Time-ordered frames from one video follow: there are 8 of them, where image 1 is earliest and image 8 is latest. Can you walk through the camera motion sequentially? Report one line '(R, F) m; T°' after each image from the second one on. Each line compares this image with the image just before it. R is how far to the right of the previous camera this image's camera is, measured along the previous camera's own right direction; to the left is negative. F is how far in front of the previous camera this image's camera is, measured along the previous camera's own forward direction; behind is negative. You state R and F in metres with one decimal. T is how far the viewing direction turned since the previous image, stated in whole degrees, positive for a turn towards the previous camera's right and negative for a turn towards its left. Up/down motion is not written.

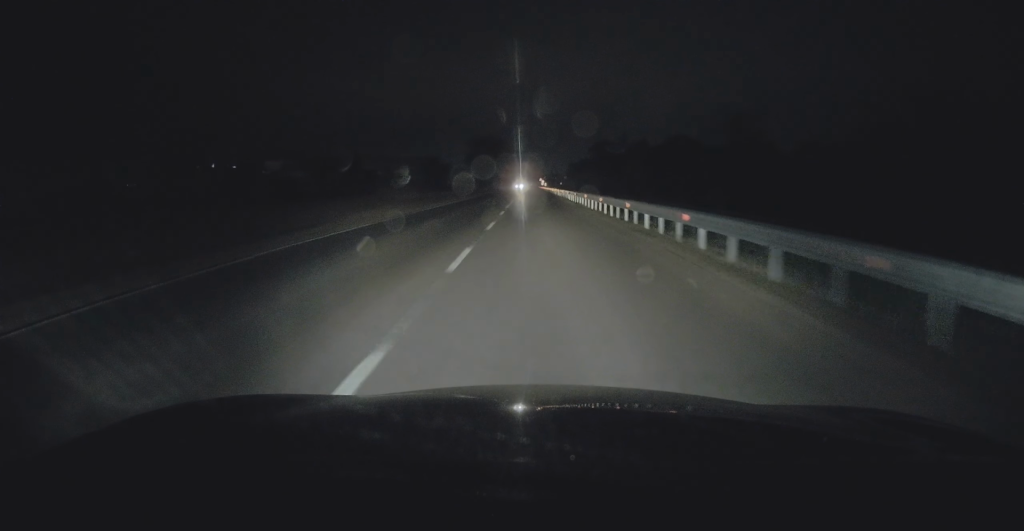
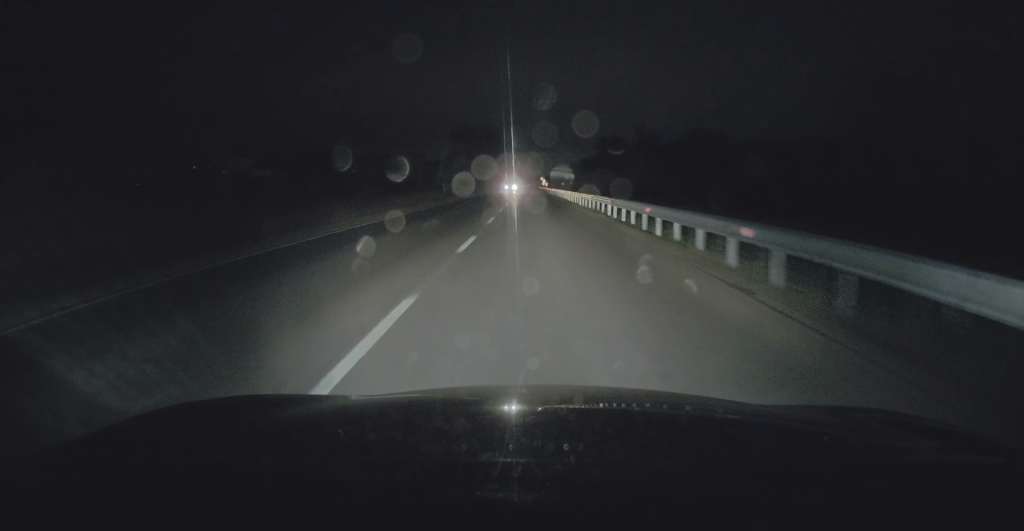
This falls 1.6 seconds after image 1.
(+0.2, +28.1) m; +1°
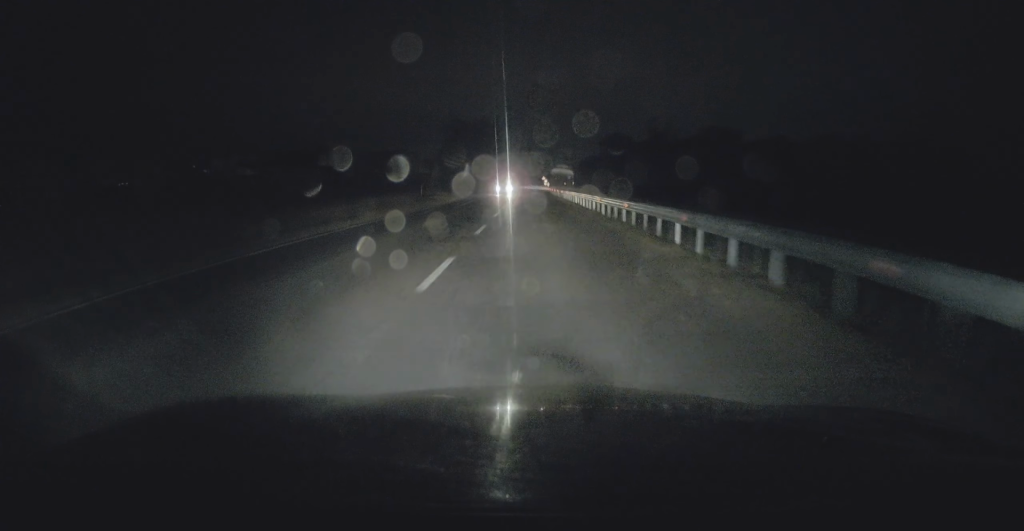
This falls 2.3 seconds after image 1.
(0.0, +11.9) m; 0°
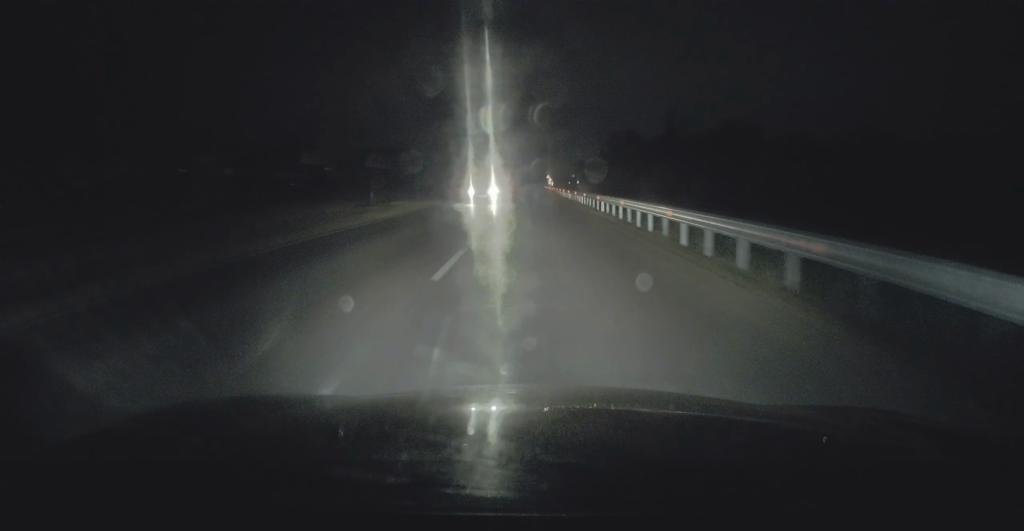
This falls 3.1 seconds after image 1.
(0.0, +14.3) m; -1°
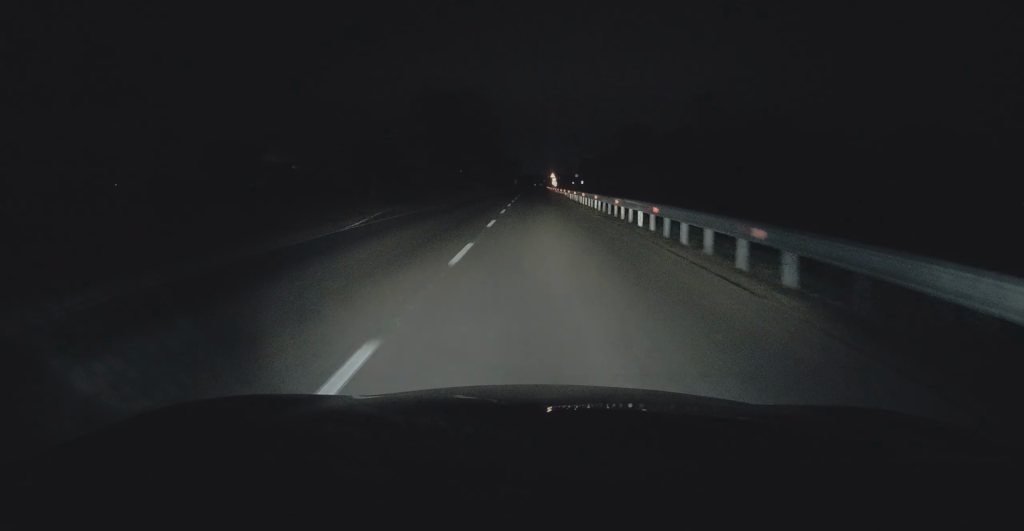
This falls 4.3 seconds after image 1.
(-0.2, +21.6) m; 0°
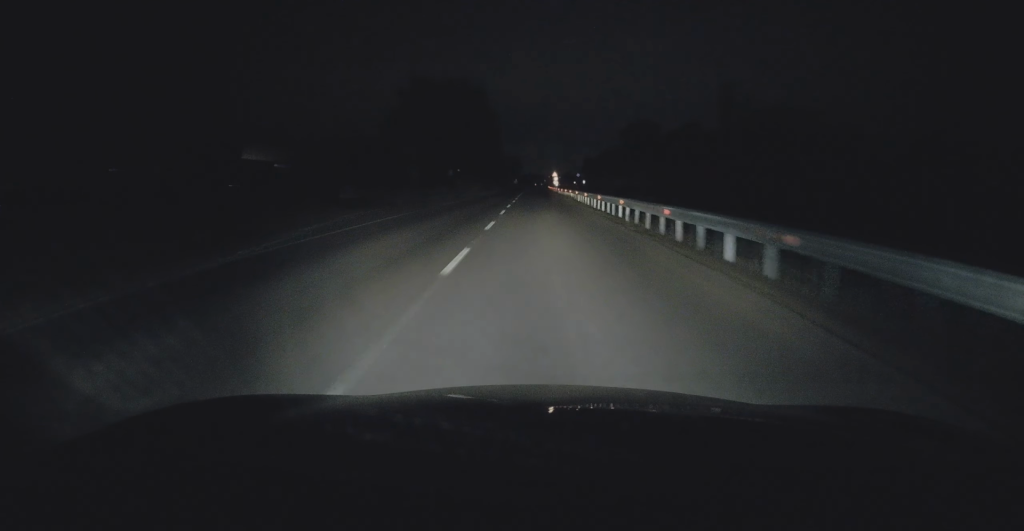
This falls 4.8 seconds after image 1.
(0.0, +9.1) m; 0°
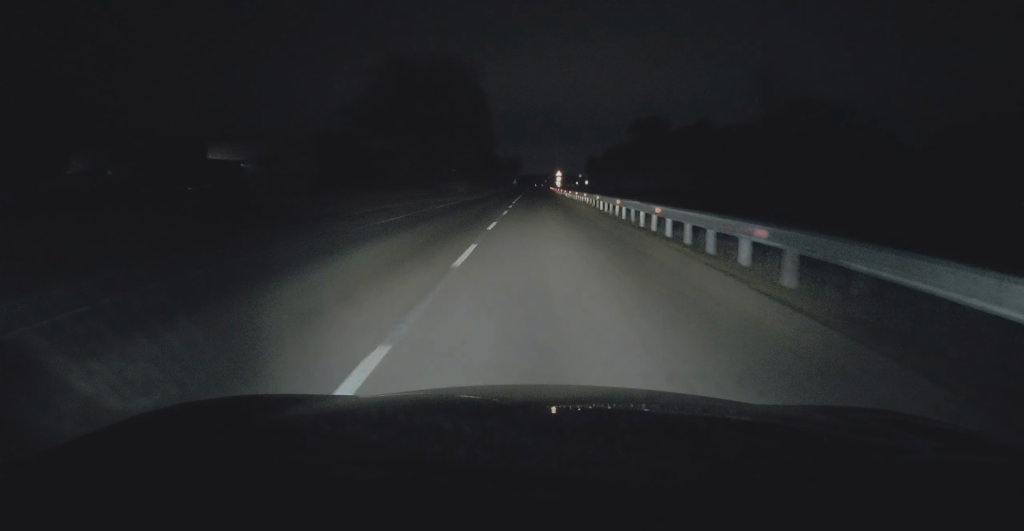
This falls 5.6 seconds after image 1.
(+0.1, +14.6) m; 0°
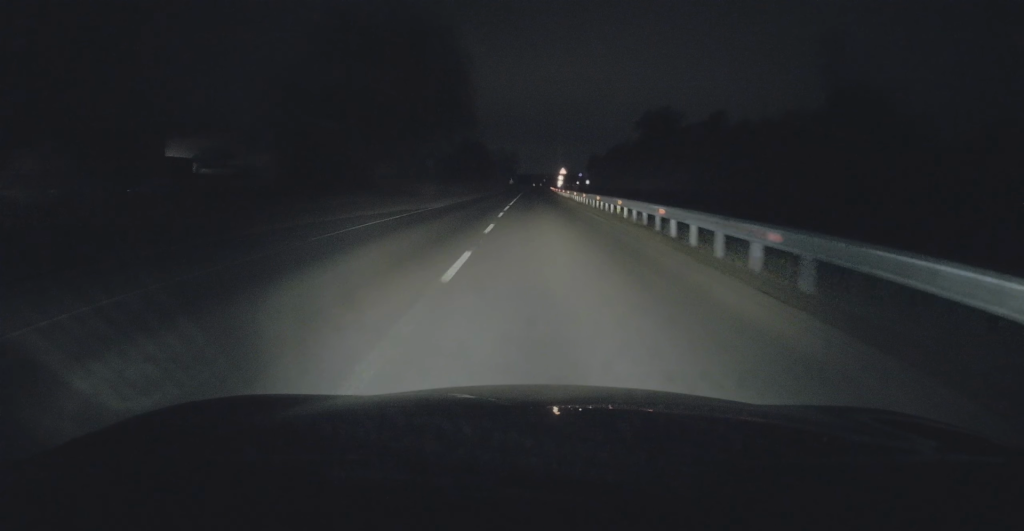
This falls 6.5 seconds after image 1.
(0.0, +16.5) m; 0°
